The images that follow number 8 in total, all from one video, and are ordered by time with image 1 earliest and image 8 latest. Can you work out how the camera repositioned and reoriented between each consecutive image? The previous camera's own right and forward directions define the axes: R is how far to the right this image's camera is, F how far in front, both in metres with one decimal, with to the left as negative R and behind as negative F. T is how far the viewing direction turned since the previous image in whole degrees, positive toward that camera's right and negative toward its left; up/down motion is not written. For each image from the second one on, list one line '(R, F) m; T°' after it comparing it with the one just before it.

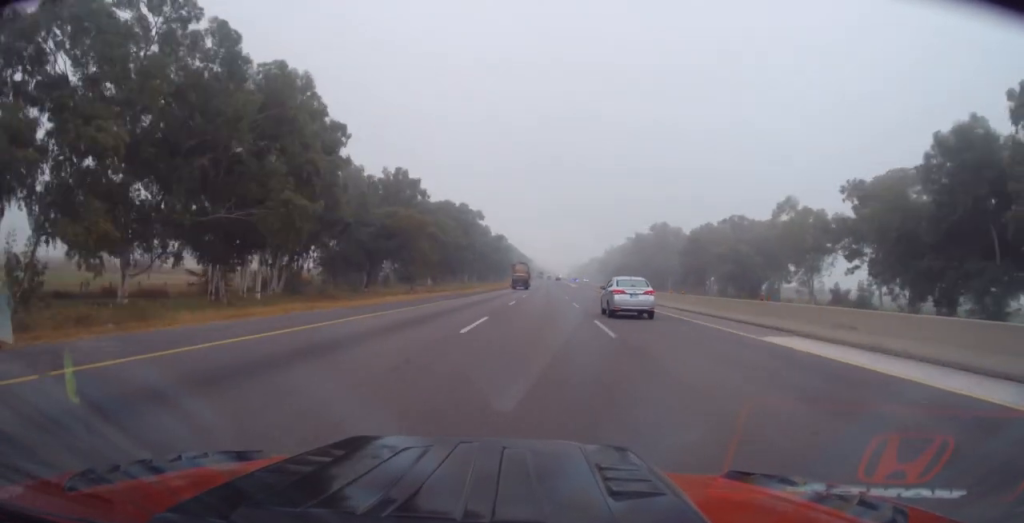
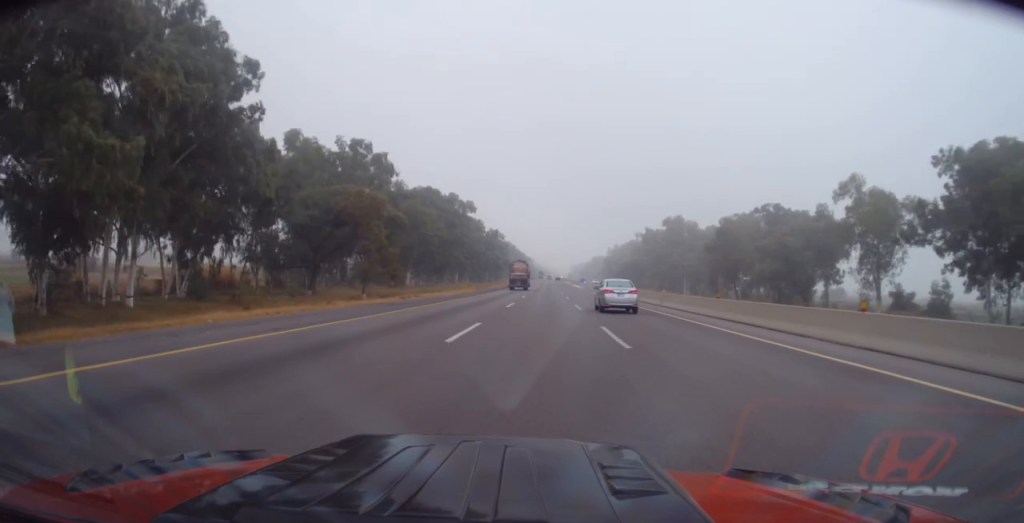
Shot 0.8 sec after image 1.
(0.0, +20.3) m; 0°
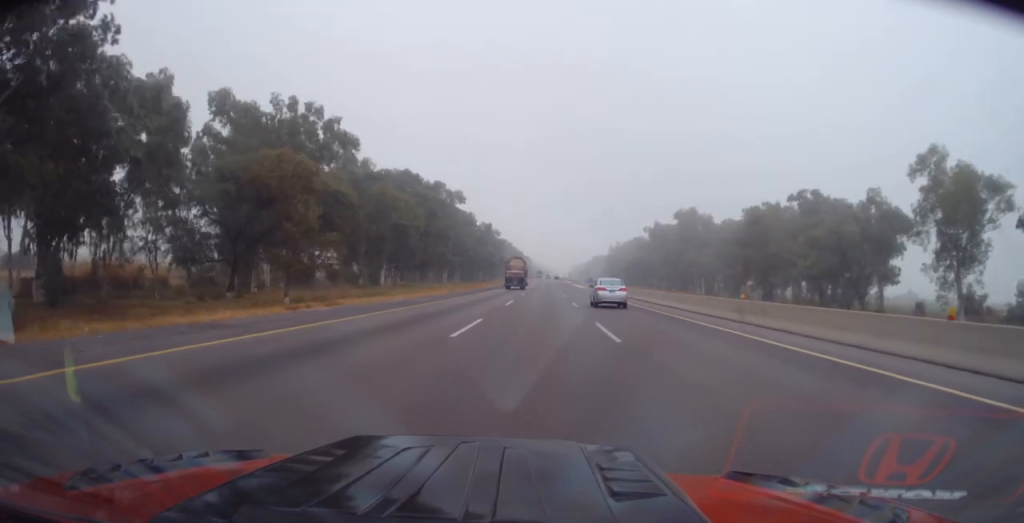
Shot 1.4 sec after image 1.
(-0.1, +16.8) m; 0°
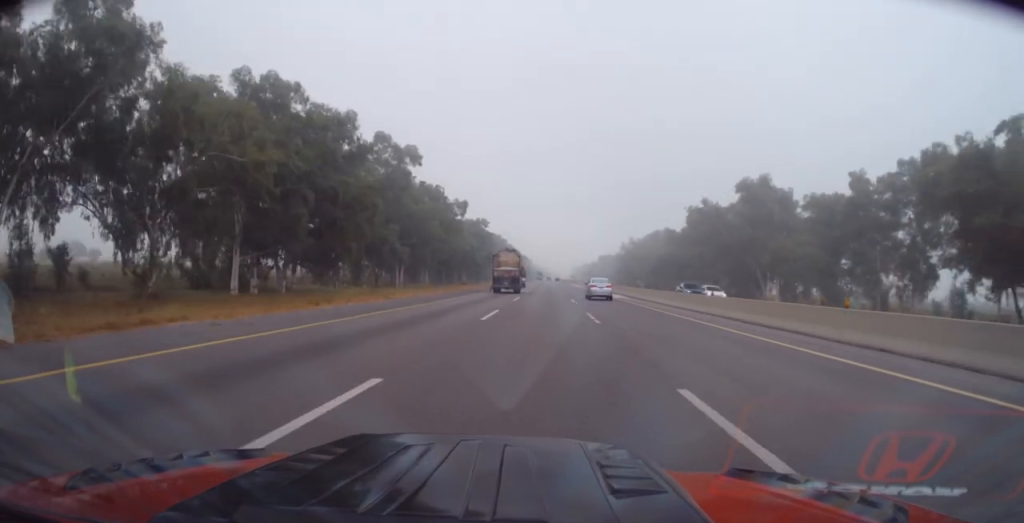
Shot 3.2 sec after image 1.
(+0.6, +48.0) m; +1°
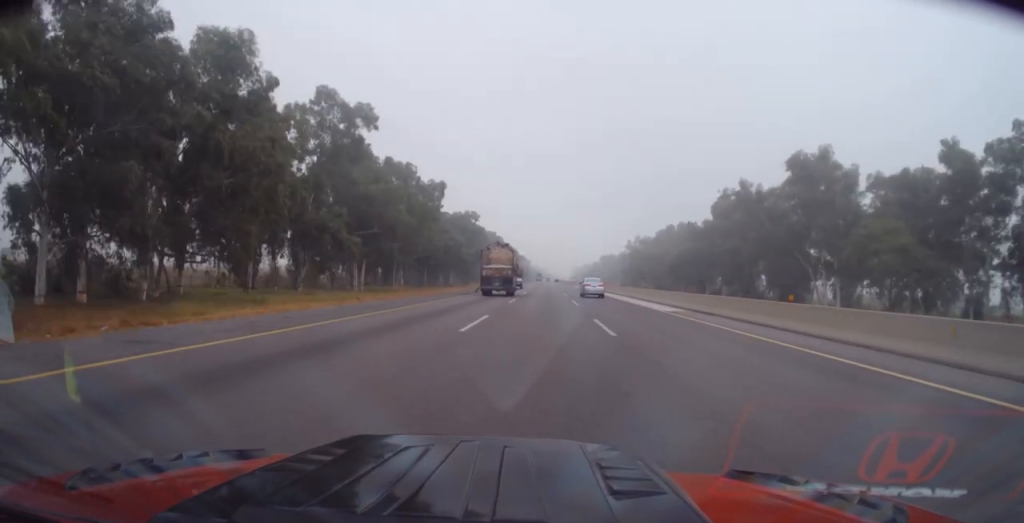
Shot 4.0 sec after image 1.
(0.0, +22.3) m; 0°
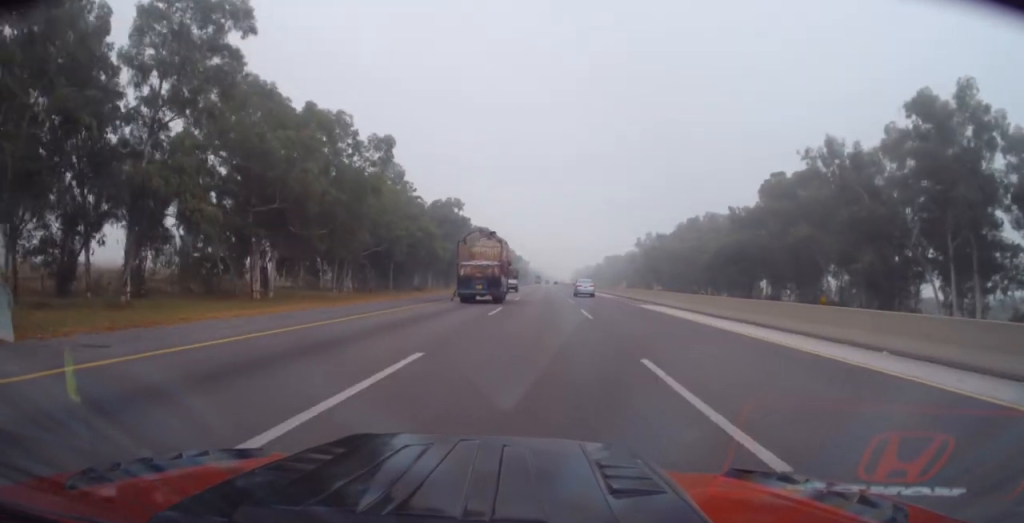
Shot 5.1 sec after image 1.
(-0.2, +28.6) m; 0°
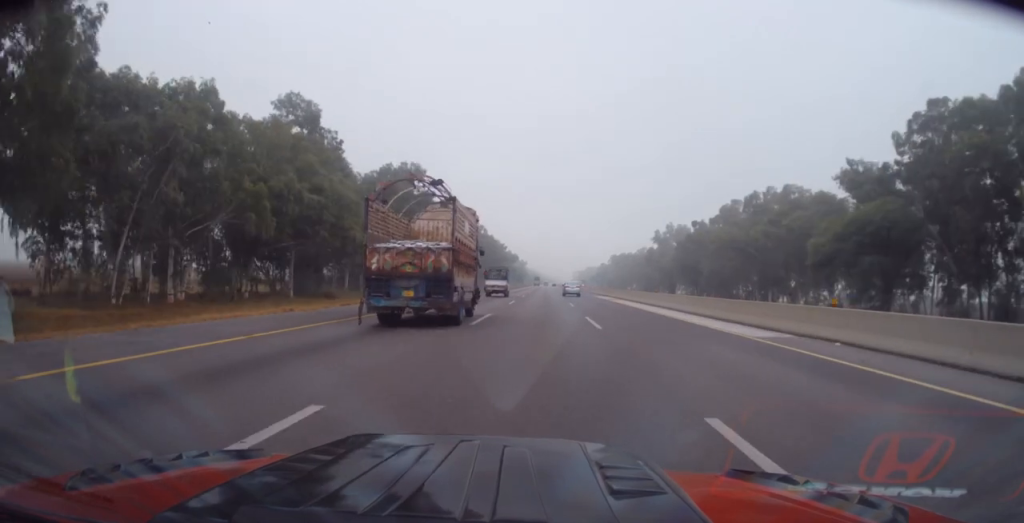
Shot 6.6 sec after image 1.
(0.0, +40.4) m; +1°
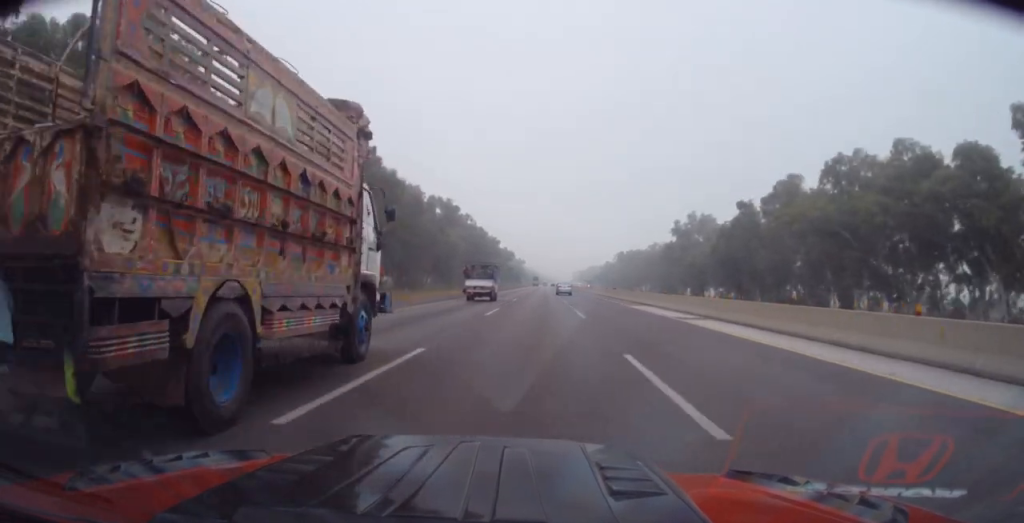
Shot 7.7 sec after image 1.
(+0.3, +30.5) m; 0°
